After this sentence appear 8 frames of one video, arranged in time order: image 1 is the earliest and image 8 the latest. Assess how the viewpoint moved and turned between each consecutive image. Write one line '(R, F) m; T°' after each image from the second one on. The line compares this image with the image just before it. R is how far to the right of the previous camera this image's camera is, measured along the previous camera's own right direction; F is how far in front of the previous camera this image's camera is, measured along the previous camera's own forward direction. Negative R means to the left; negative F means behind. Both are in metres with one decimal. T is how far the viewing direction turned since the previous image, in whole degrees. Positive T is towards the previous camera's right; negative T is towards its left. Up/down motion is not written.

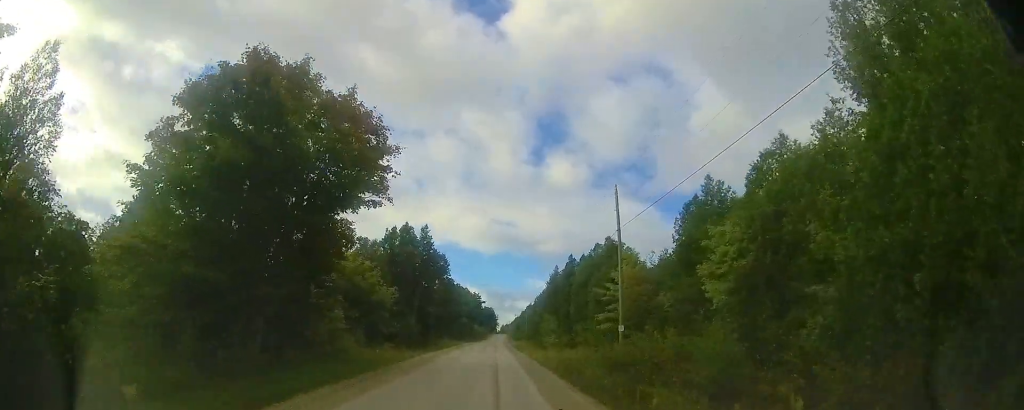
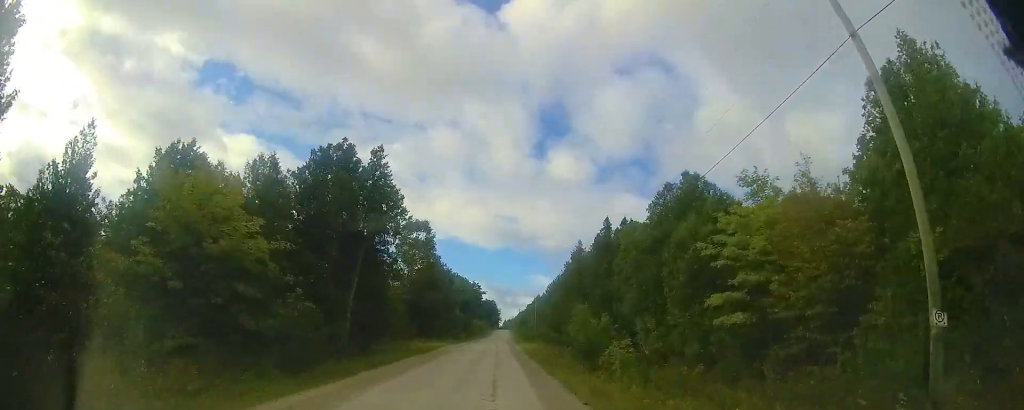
(0.0, +17.1) m; -1°
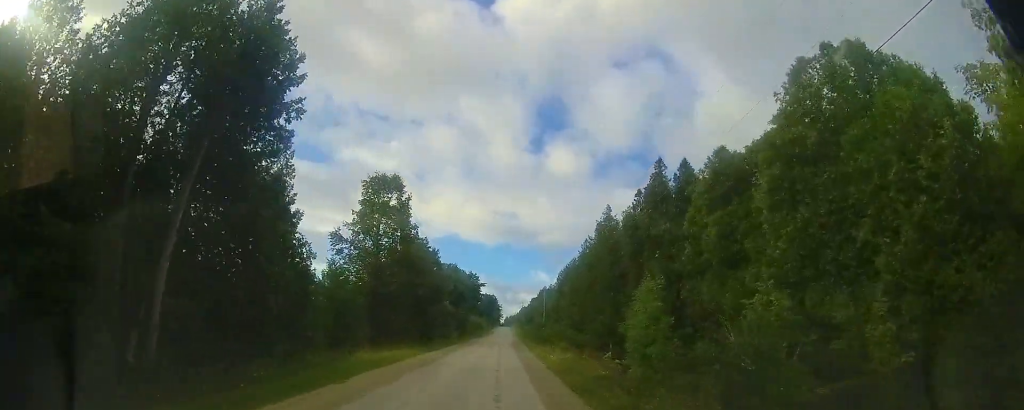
(-0.3, +12.9) m; -2°
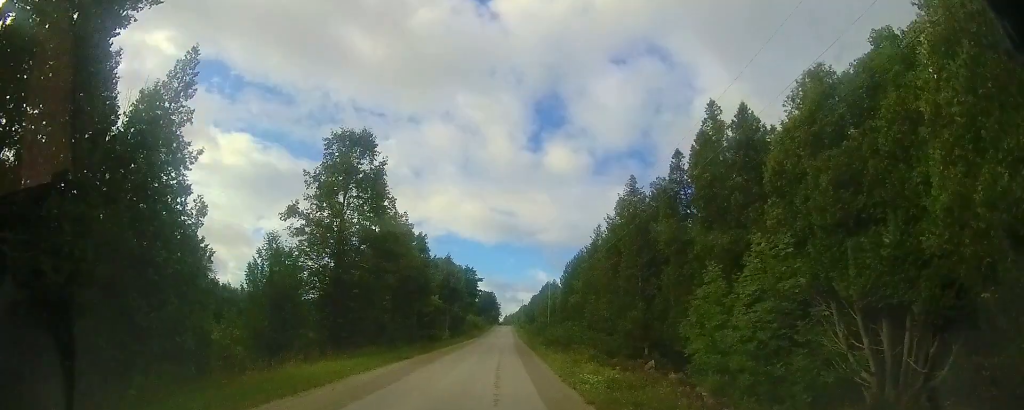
(0.0, +7.0) m; -1°
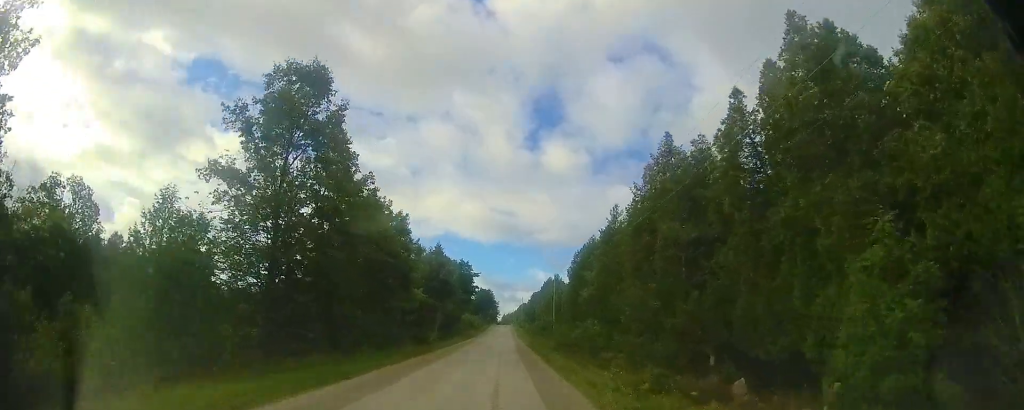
(-0.2, +7.1) m; +1°
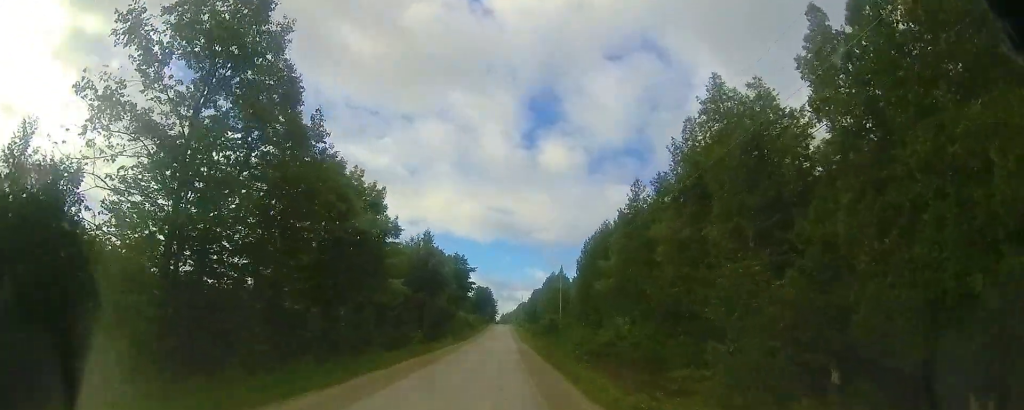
(0.0, +6.4) m; +1°
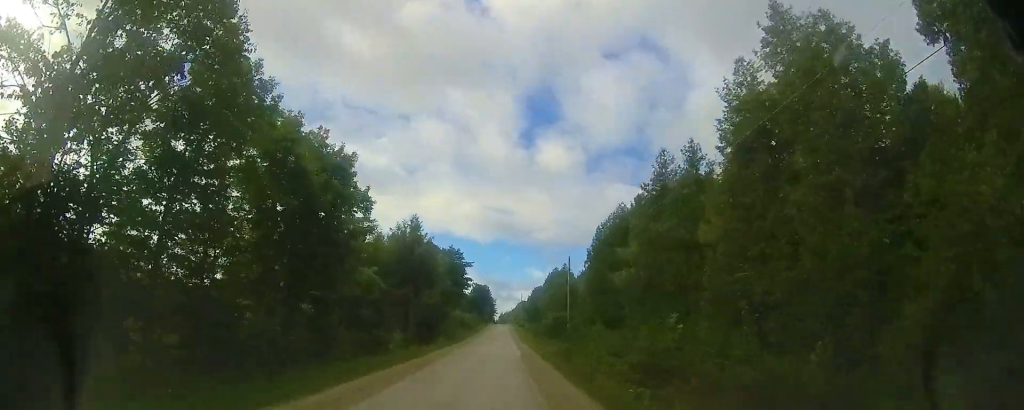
(+0.2, +5.7) m; +1°
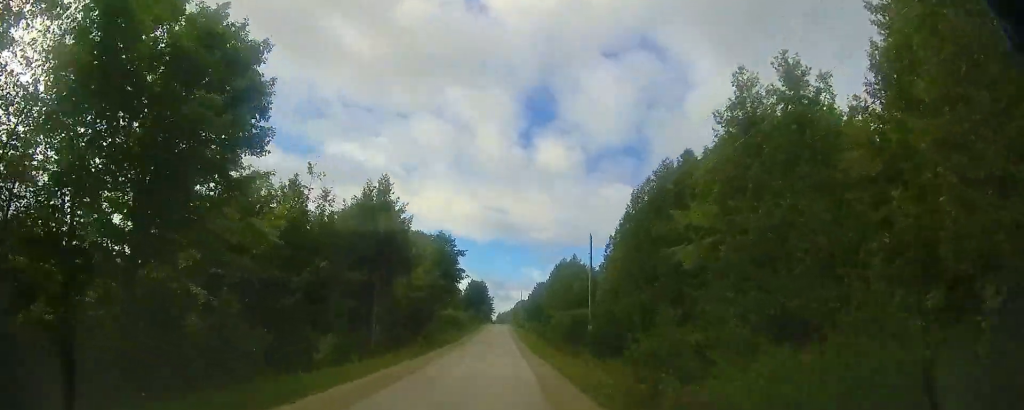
(0.0, +10.9) m; 0°
